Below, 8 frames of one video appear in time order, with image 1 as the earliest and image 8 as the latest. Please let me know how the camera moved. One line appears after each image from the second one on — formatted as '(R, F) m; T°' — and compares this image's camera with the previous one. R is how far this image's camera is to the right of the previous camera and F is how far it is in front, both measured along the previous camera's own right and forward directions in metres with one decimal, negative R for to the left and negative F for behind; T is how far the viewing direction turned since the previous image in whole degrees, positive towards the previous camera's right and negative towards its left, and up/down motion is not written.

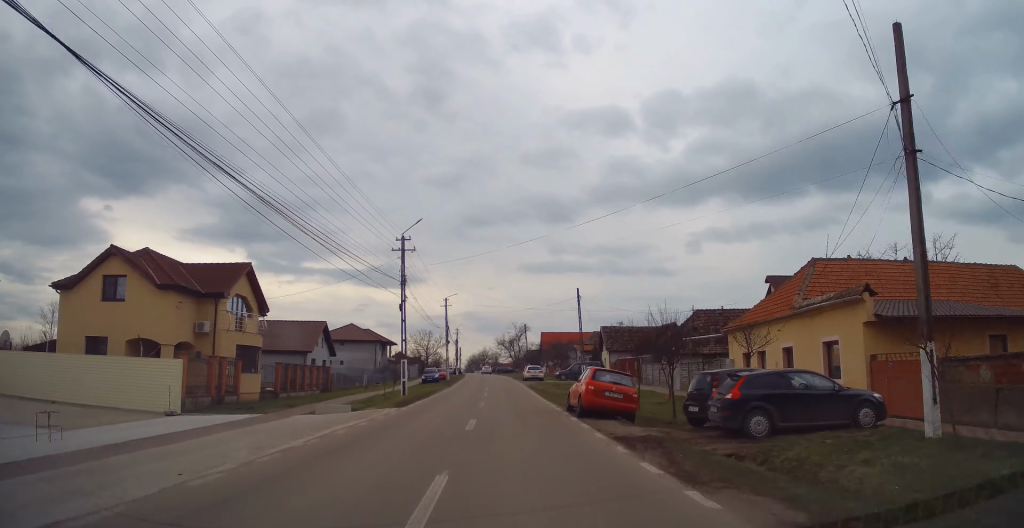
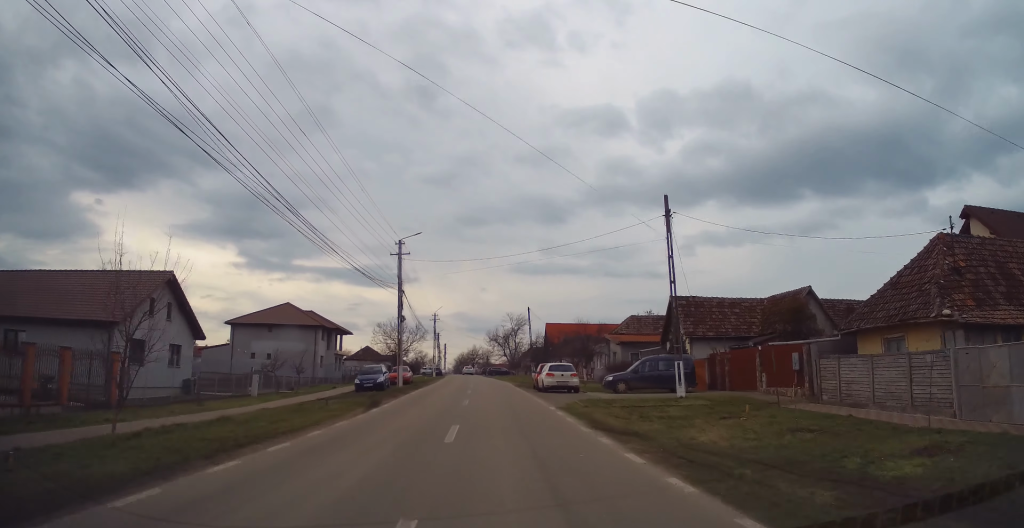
(-0.4, +28.4) m; 0°
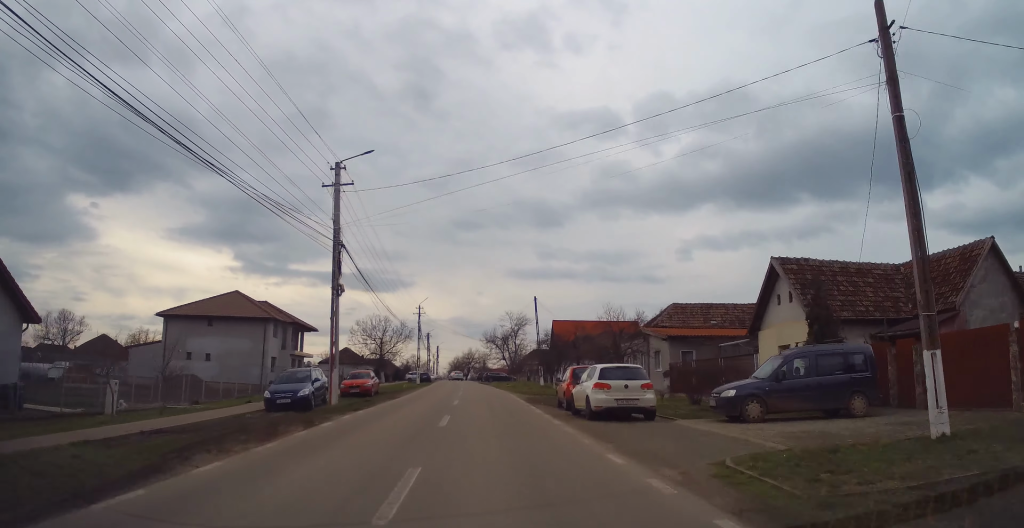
(+0.4, +14.5) m; +1°
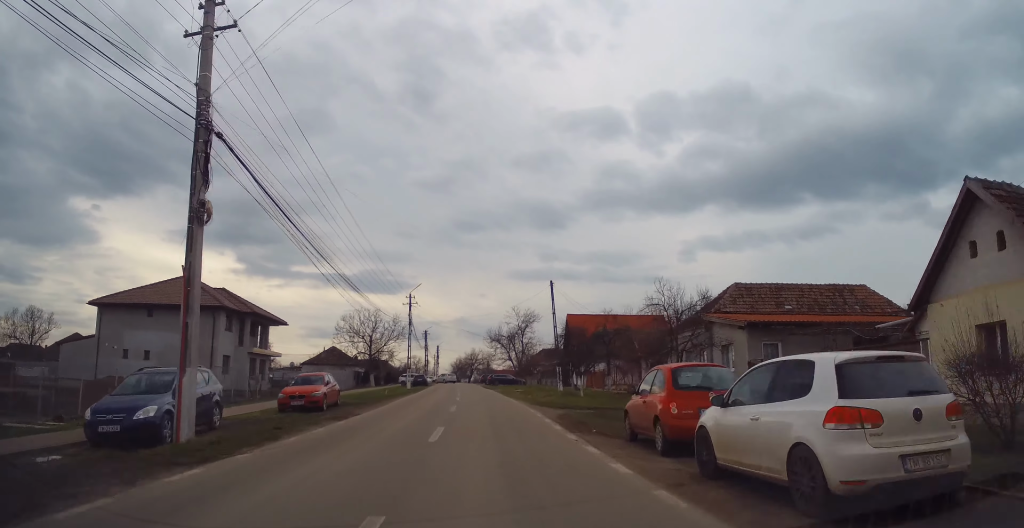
(-0.1, +11.1) m; -1°
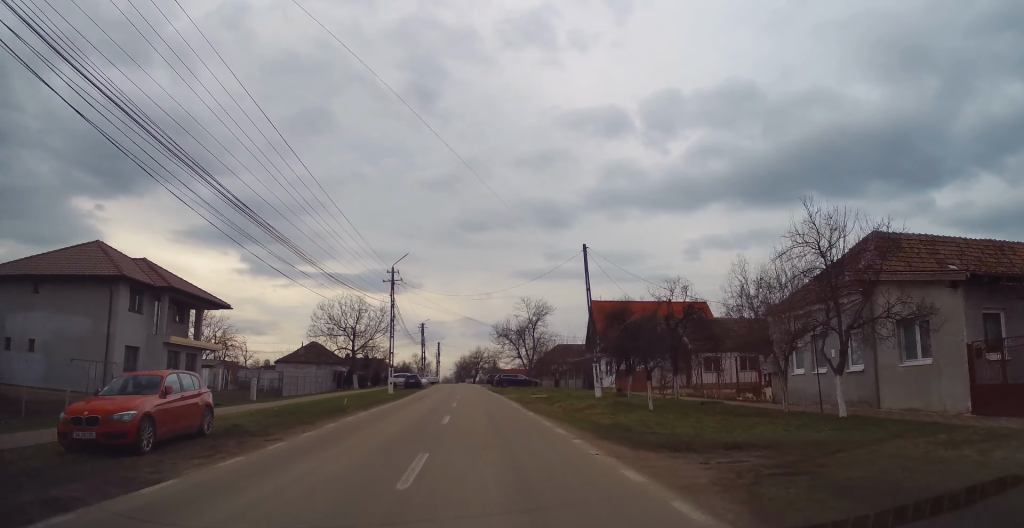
(-0.3, +13.3) m; -1°
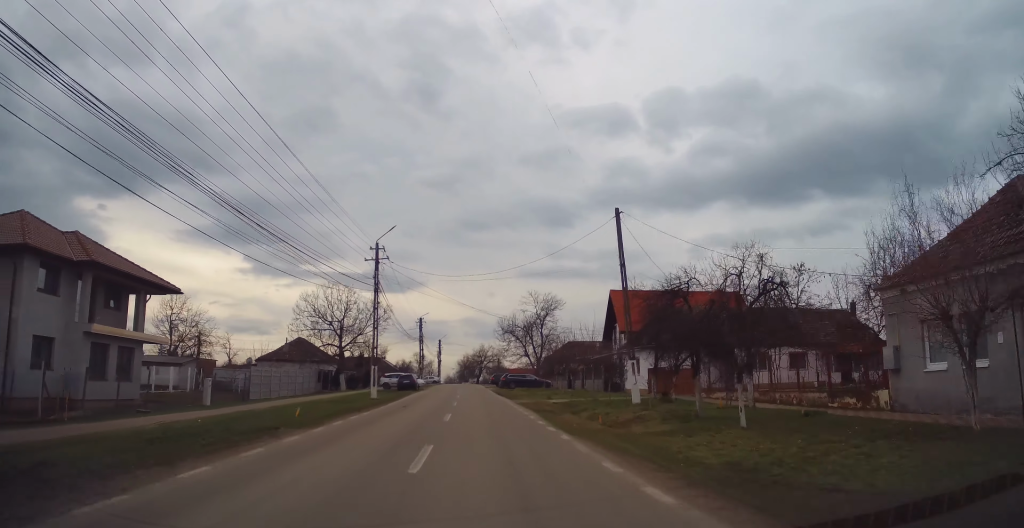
(-0.1, +7.5) m; 0°
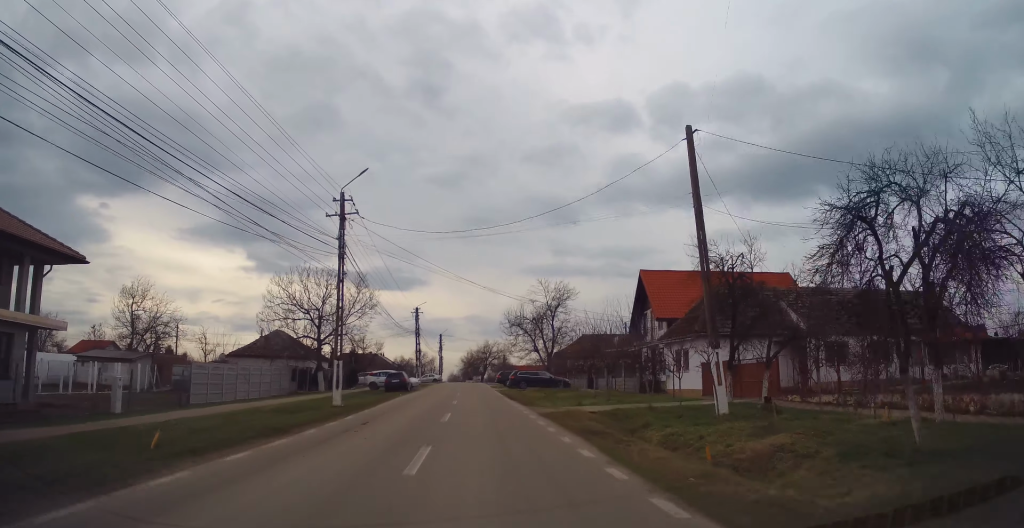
(0.0, +9.1) m; 0°
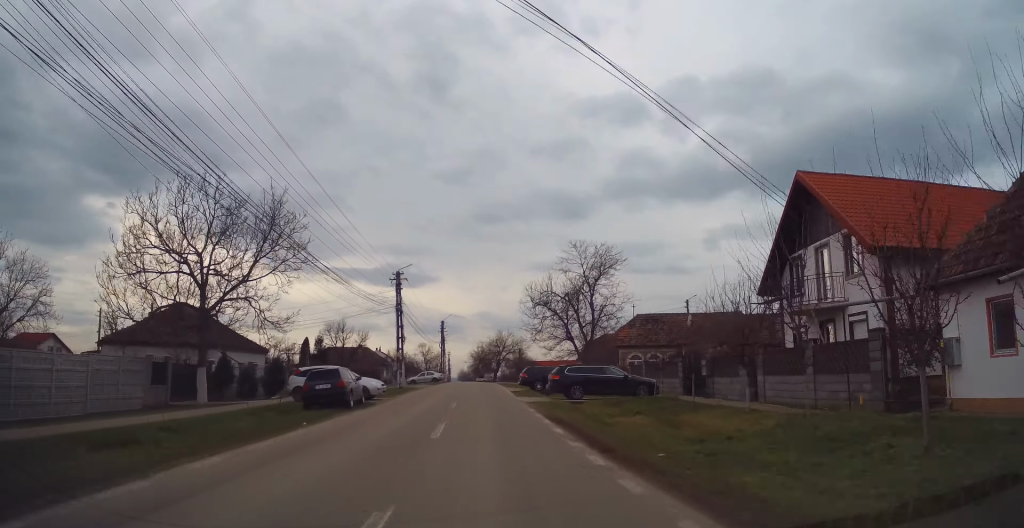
(+0.2, +22.4) m; -1°
